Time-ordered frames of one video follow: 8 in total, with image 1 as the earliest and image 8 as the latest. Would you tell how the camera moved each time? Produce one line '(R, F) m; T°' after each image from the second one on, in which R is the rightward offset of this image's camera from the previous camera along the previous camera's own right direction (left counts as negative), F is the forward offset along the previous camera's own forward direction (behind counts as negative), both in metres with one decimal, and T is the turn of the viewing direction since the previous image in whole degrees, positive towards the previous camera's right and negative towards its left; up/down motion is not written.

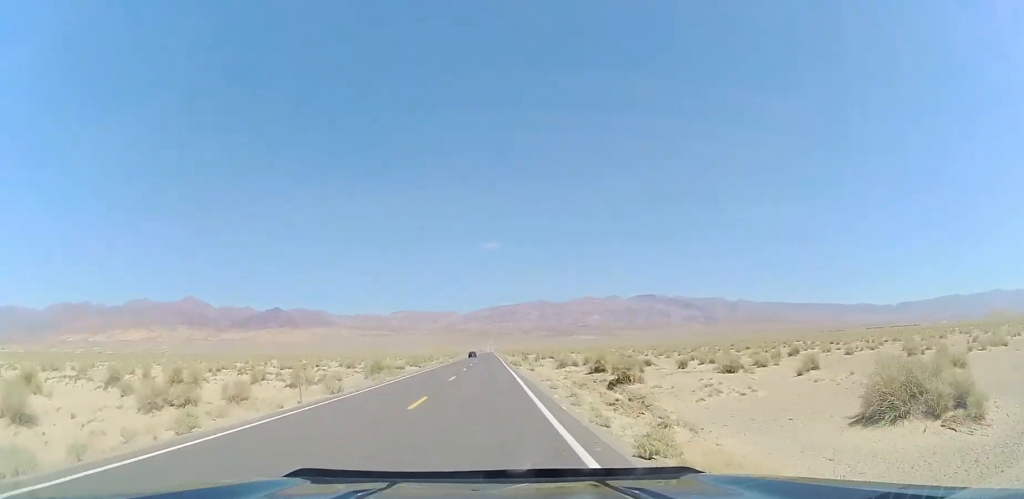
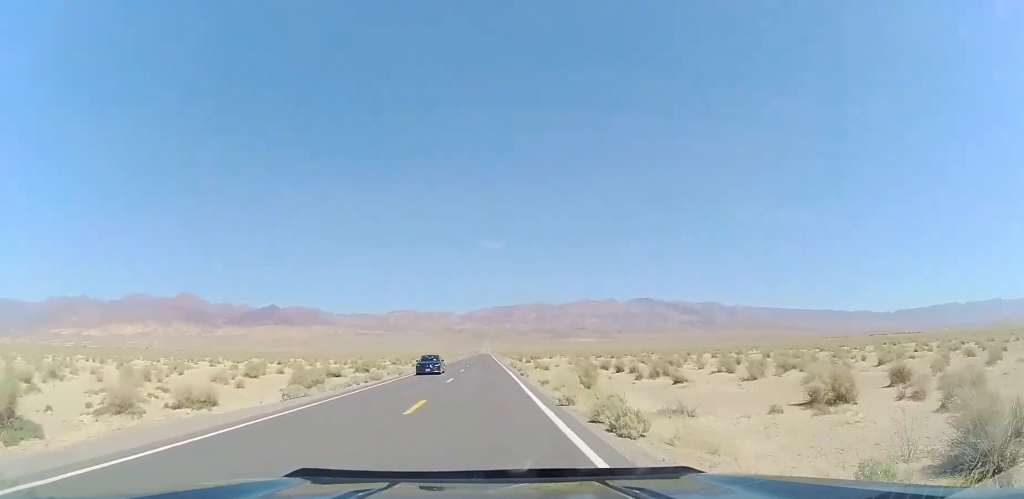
(0.0, +45.0) m; 0°
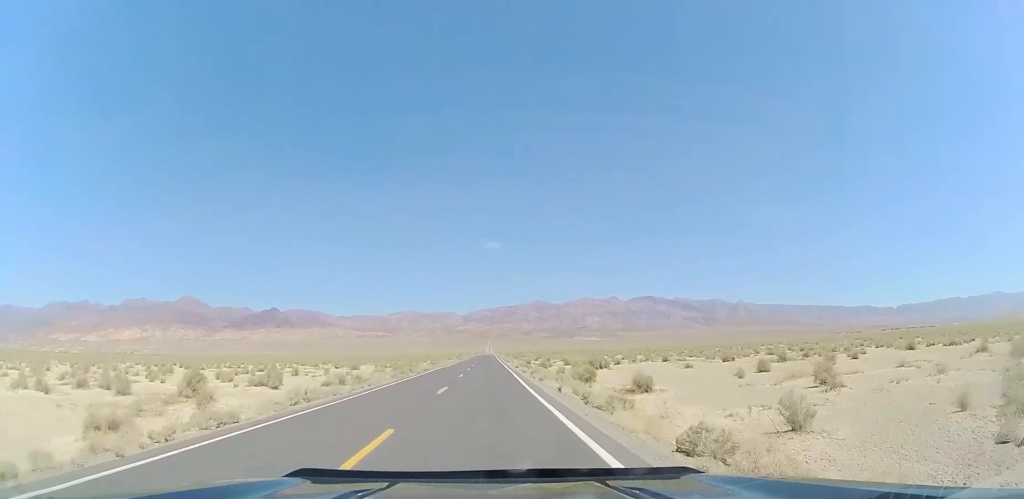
(0.0, +65.1) m; 0°
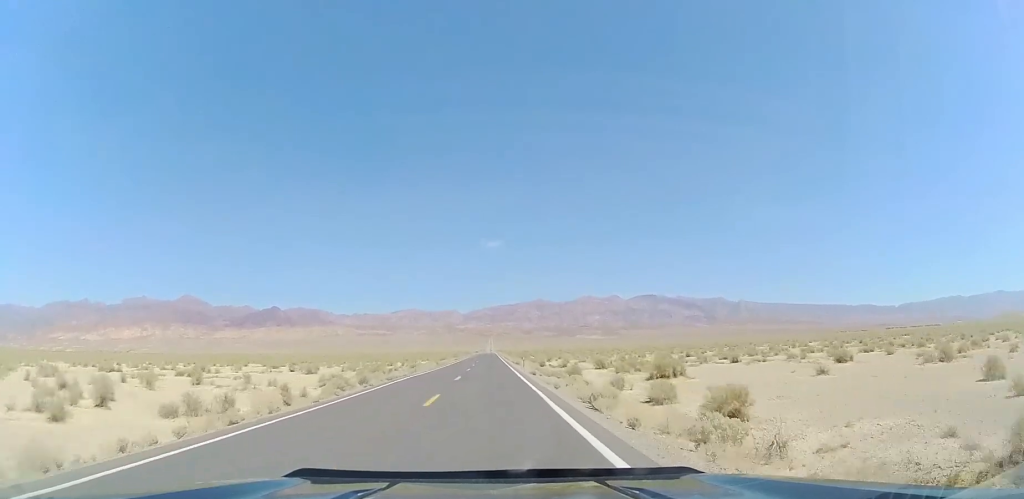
(0.0, +20.1) m; 0°
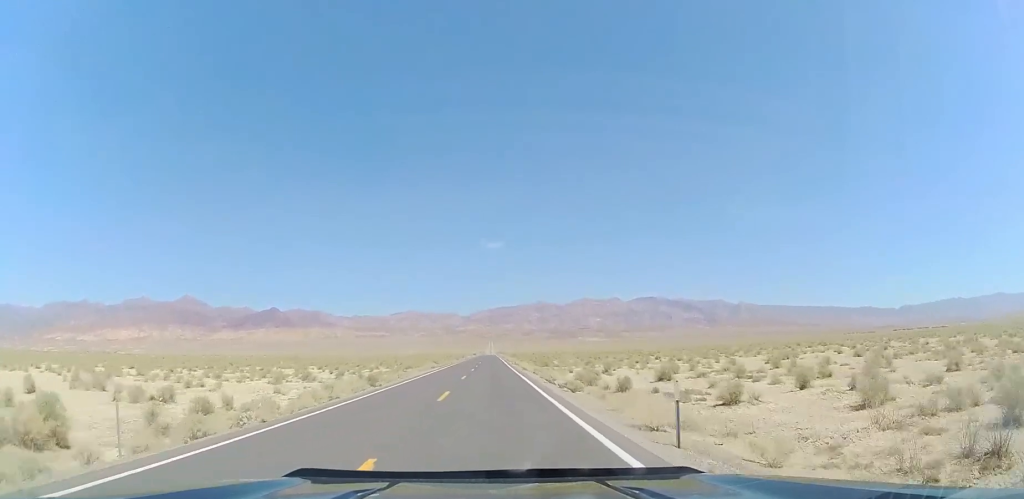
(0.0, +41.2) m; 0°
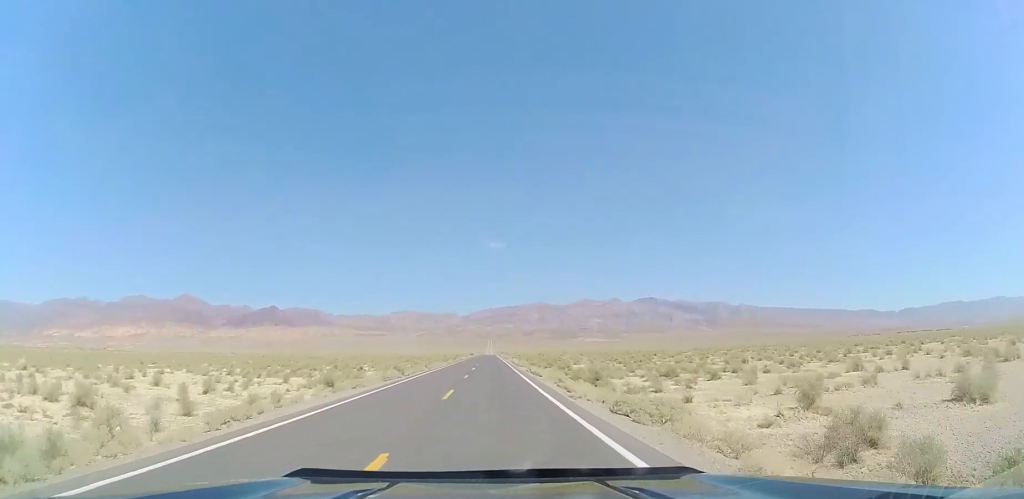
(0.0, +28.7) m; 0°
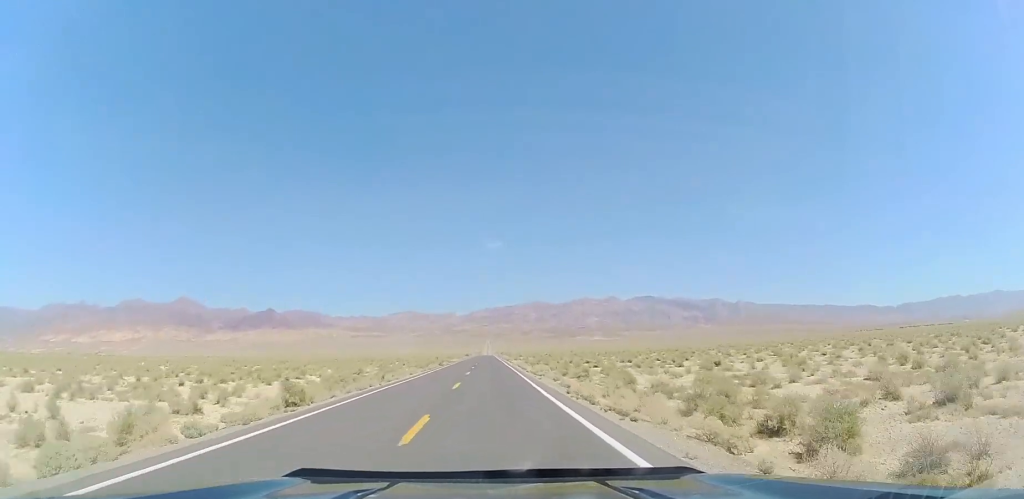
(0.0, +23.5) m; 0°
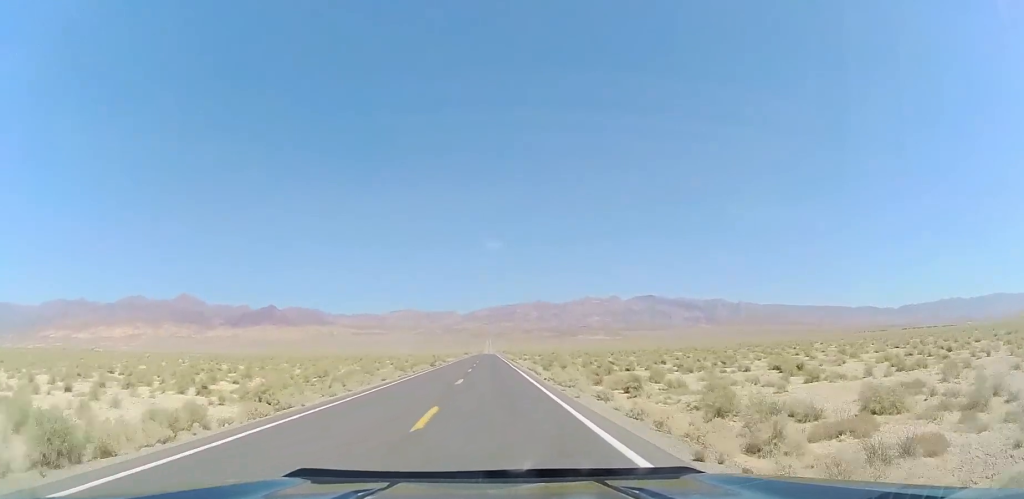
(0.0, +12.9) m; 0°
